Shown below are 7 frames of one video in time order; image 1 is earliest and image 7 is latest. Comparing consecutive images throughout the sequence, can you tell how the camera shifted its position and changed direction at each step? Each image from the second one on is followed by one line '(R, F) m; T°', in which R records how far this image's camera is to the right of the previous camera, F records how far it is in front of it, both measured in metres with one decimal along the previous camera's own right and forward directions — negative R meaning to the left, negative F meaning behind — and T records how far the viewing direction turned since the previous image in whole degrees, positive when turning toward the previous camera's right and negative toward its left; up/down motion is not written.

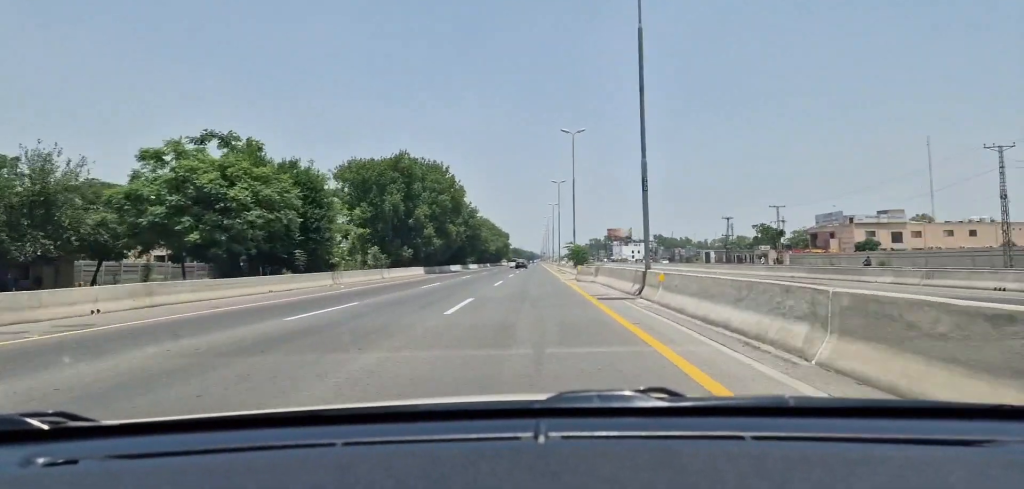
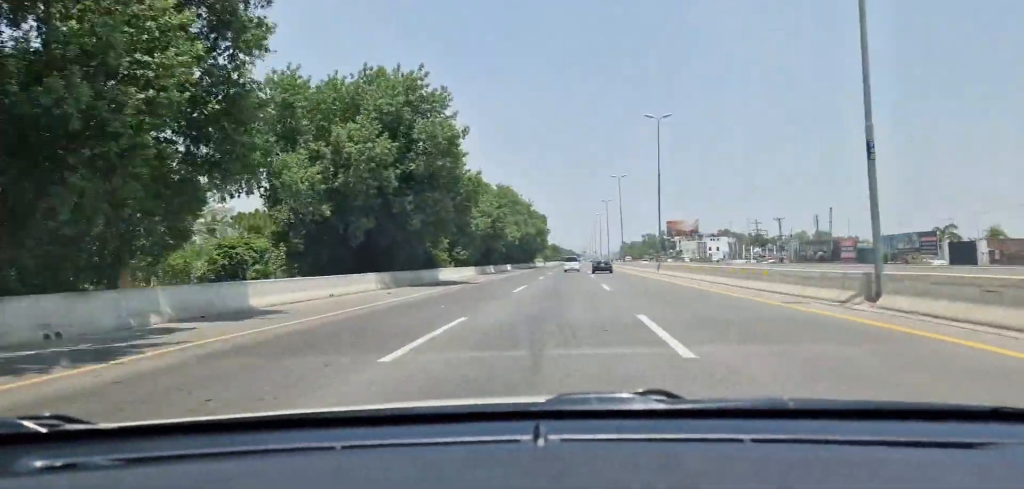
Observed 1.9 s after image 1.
(-3.0, +80.5) m; -3°
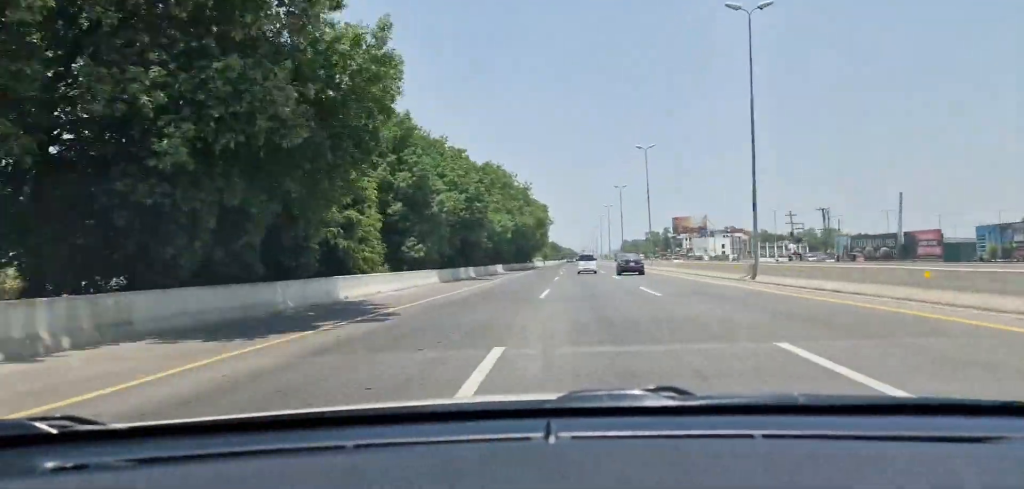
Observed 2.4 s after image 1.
(+0.4, +22.5) m; +1°
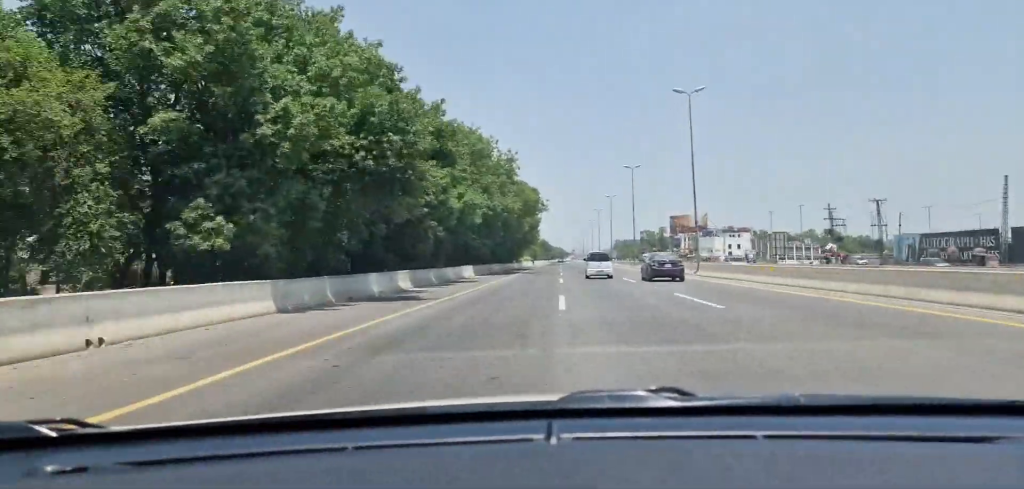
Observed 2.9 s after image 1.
(0.0, +23.2) m; +1°
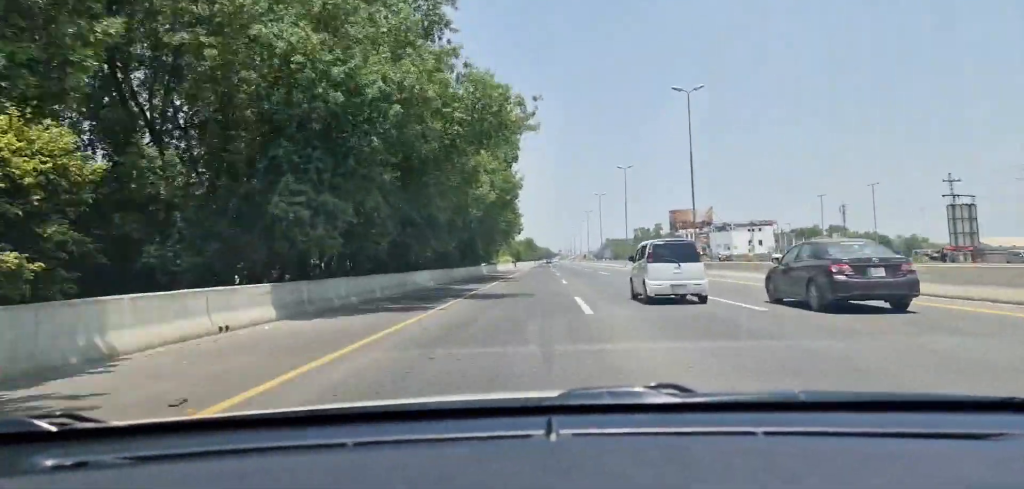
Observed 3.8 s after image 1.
(+0.8, +38.6) m; +2°
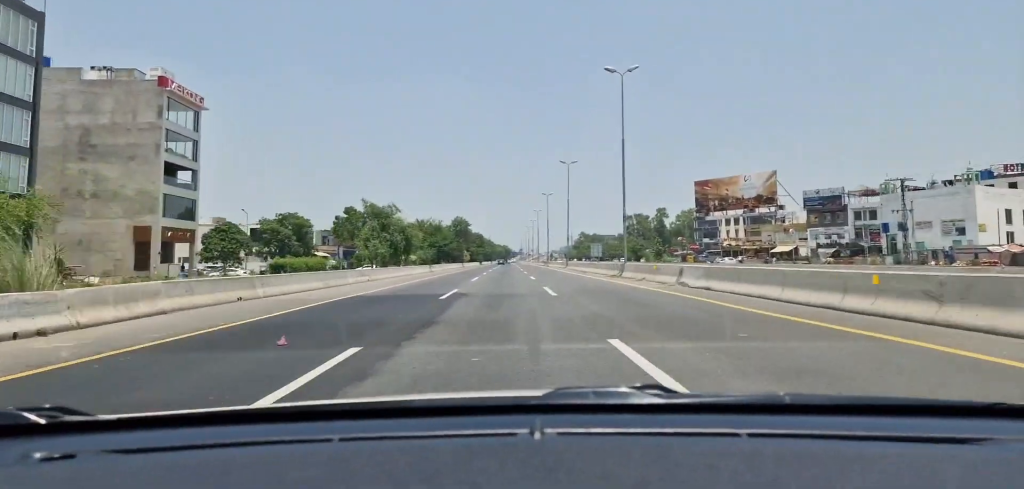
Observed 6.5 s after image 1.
(+3.6, +118.6) m; +2°
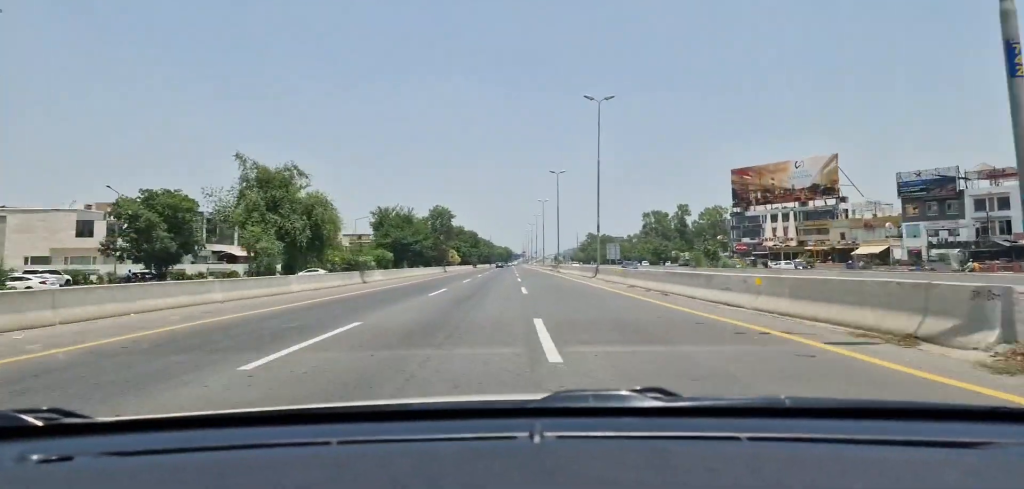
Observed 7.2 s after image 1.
(-0.3, +31.3) m; -1°
